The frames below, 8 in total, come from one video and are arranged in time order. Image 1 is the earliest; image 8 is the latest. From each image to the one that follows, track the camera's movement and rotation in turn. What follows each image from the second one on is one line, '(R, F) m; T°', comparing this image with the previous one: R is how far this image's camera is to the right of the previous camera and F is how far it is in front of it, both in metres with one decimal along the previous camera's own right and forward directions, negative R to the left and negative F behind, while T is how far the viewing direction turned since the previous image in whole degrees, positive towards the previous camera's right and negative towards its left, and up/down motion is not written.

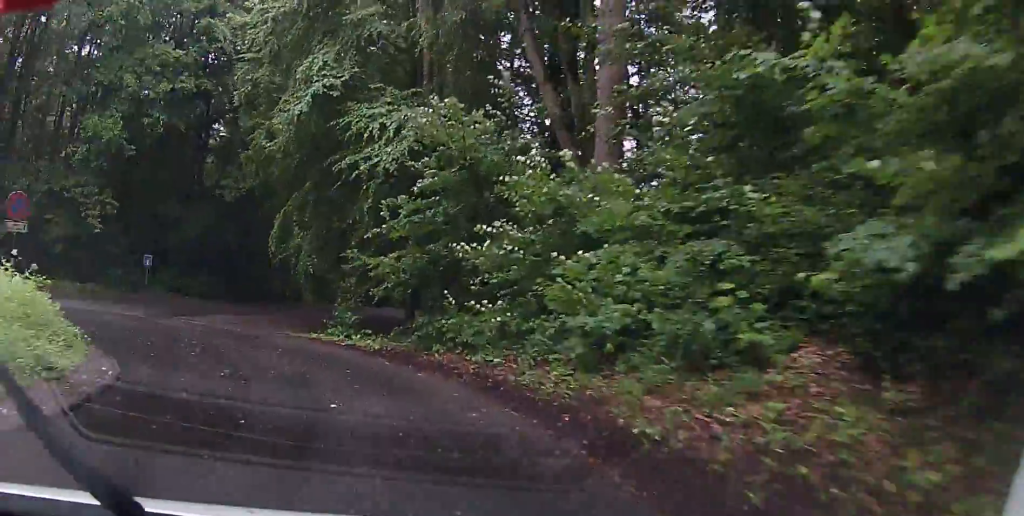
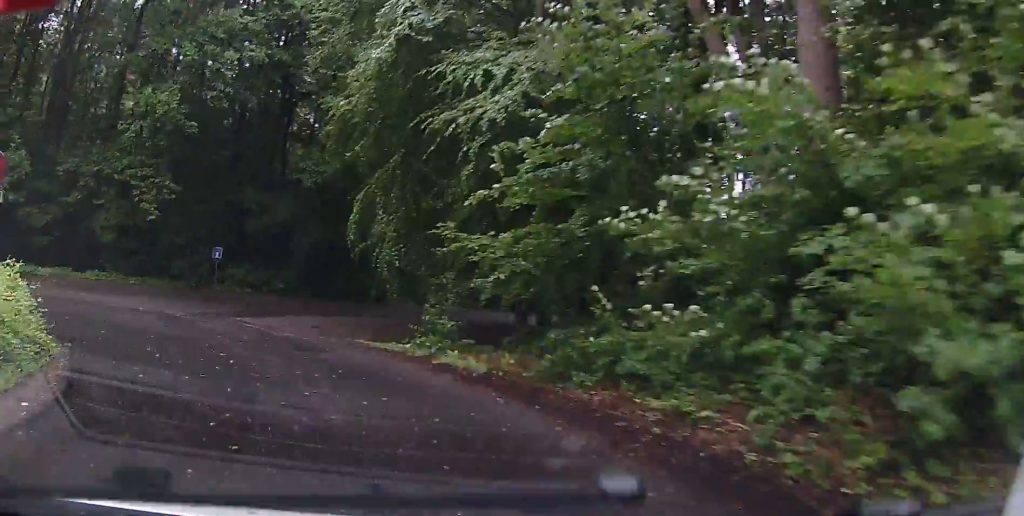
(-0.5, +4.2) m; -8°
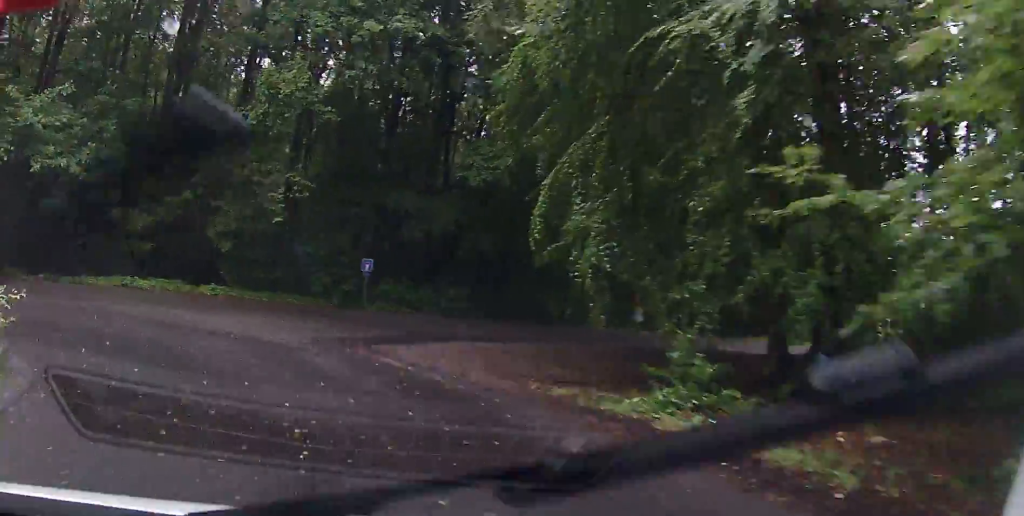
(-0.4, +5.2) m; -13°
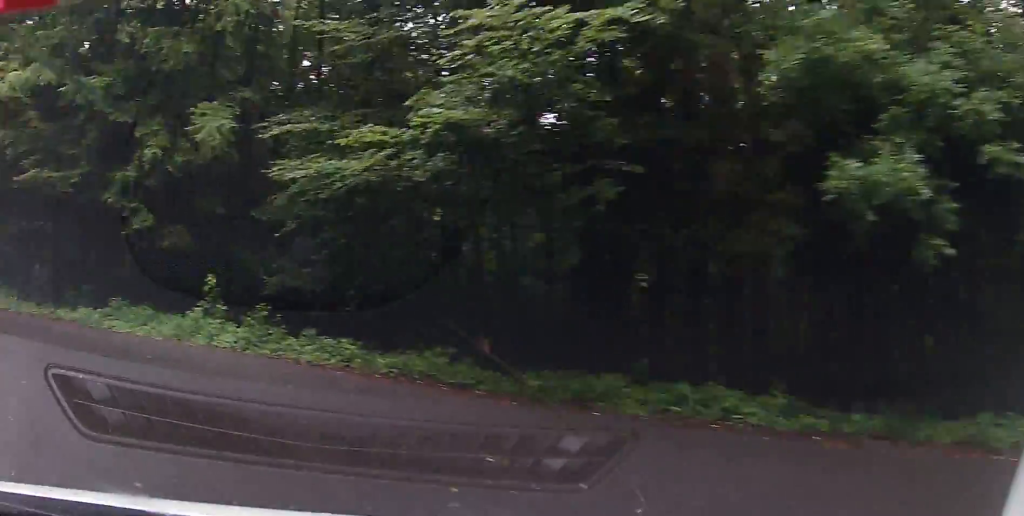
(-9.4, +11.2) m; -78°
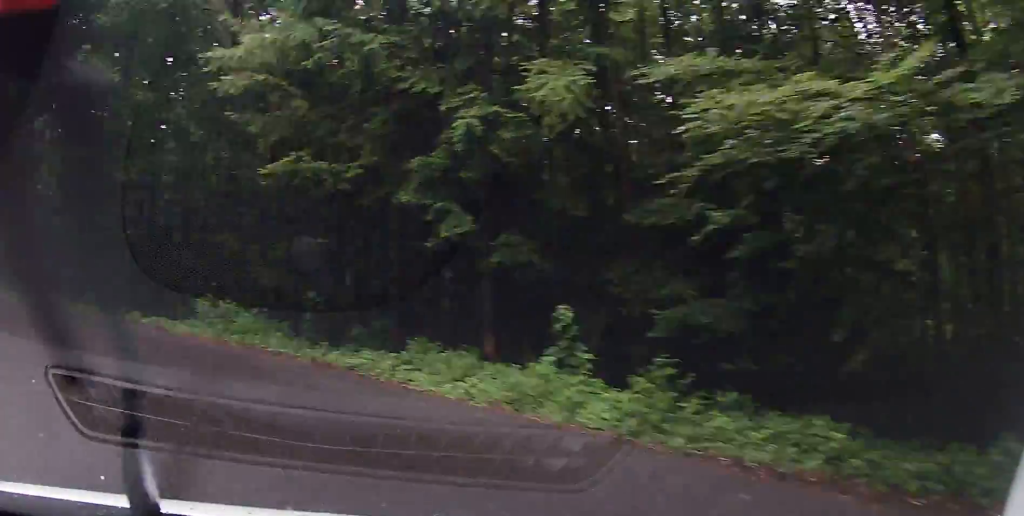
(-0.9, +4.8) m; -14°
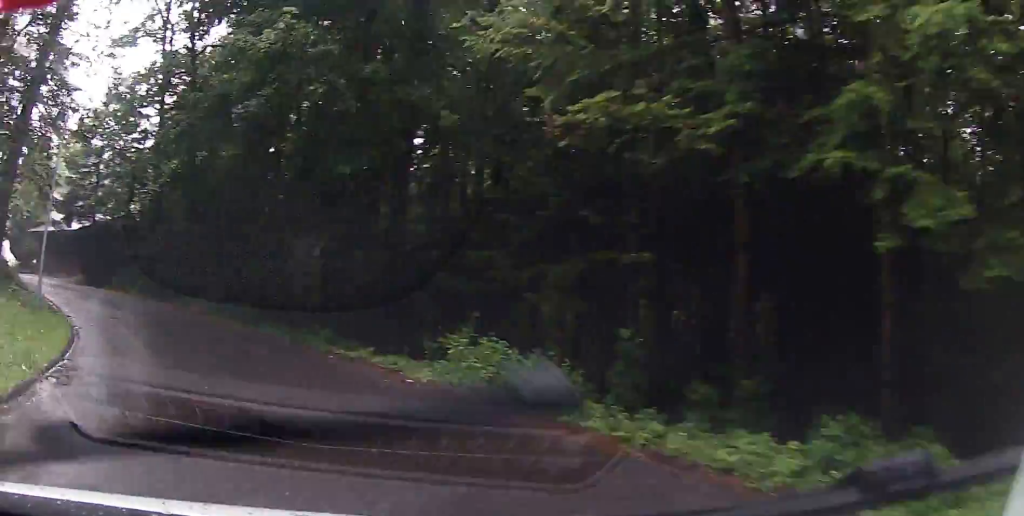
(-0.5, +4.8) m; -11°
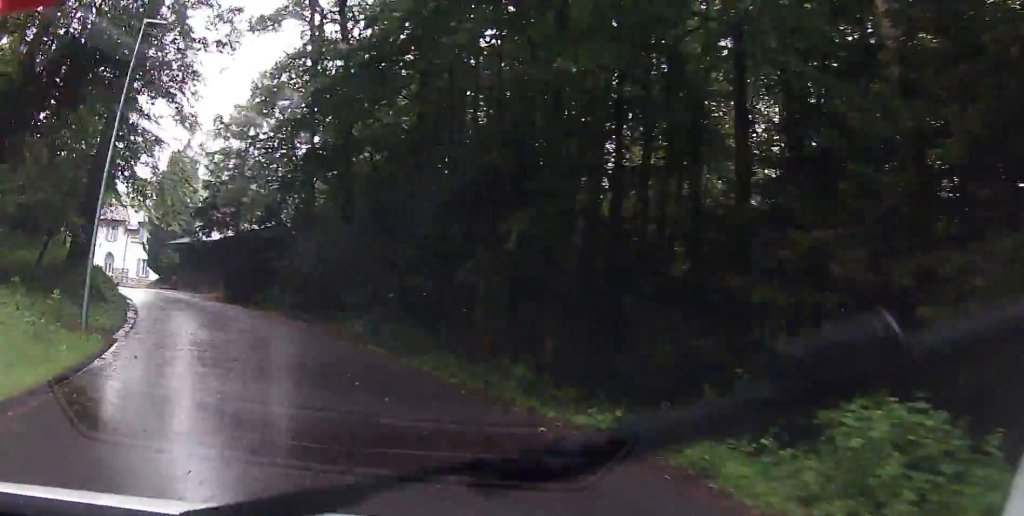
(-0.5, +6.7) m; -20°
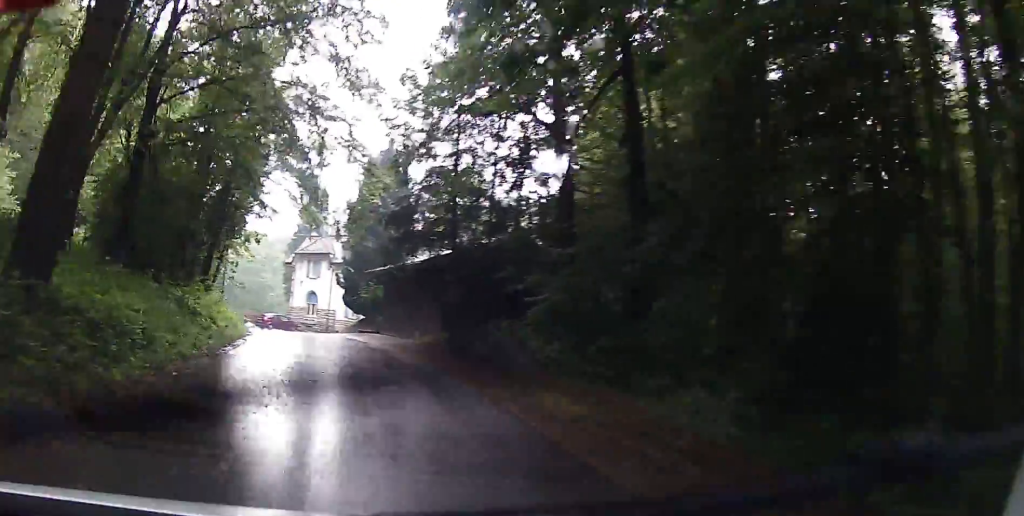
(-4.2, +11.9) m; -21°
